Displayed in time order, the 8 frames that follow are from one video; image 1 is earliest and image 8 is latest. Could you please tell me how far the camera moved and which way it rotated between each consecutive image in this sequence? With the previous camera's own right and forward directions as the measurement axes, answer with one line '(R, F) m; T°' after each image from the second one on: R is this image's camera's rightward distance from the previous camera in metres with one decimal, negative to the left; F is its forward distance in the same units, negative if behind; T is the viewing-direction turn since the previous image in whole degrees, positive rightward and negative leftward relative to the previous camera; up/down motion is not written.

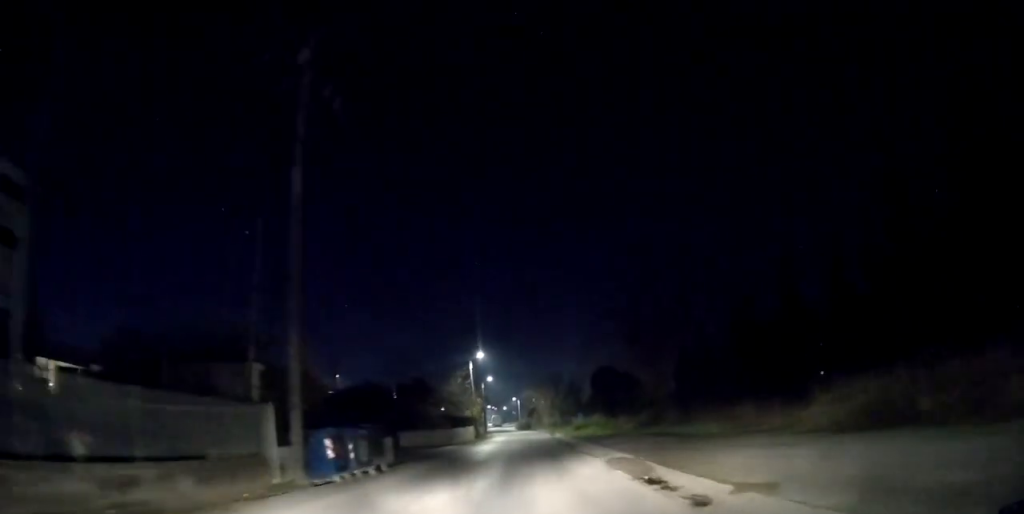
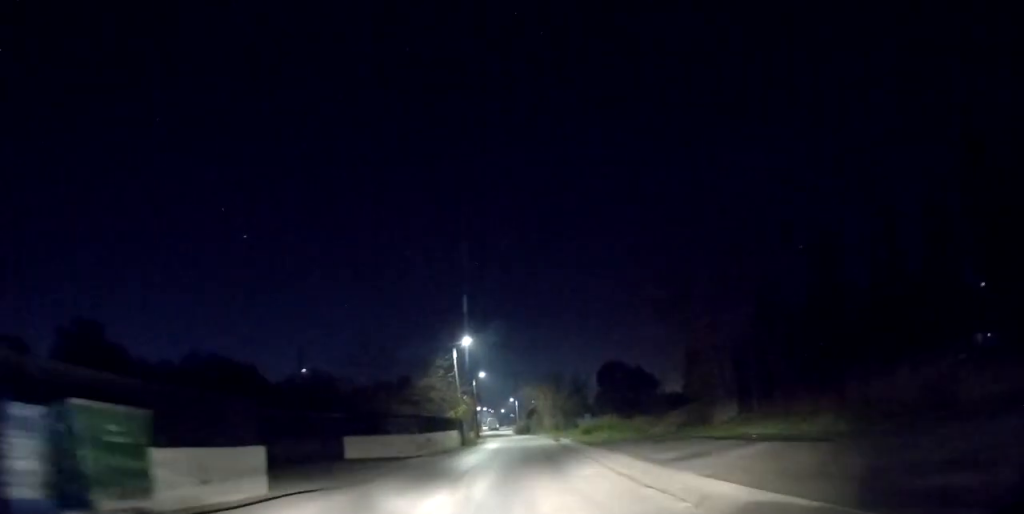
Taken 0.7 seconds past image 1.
(-0.2, +10.3) m; +1°
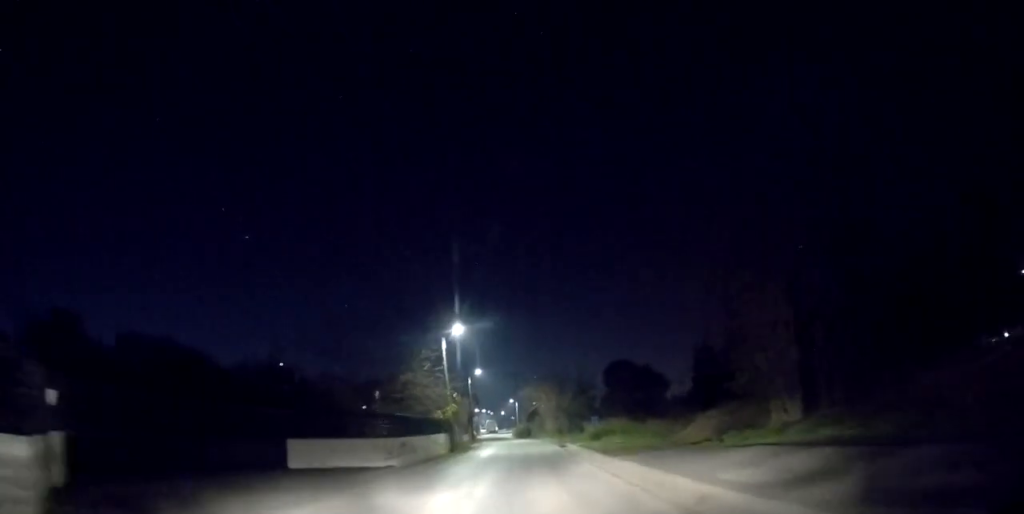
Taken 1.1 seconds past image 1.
(+0.1, +6.0) m; 0°
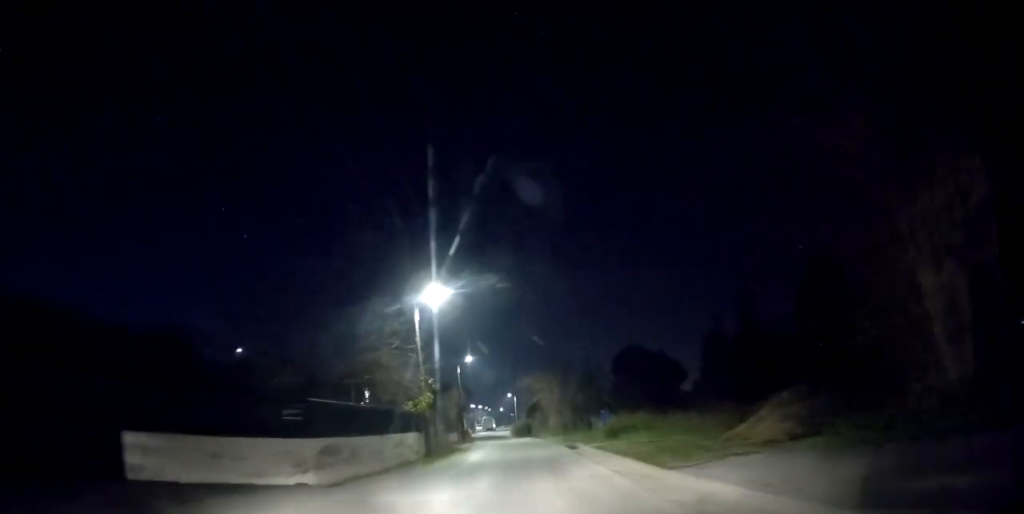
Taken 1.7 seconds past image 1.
(+0.3, +8.4) m; -1°
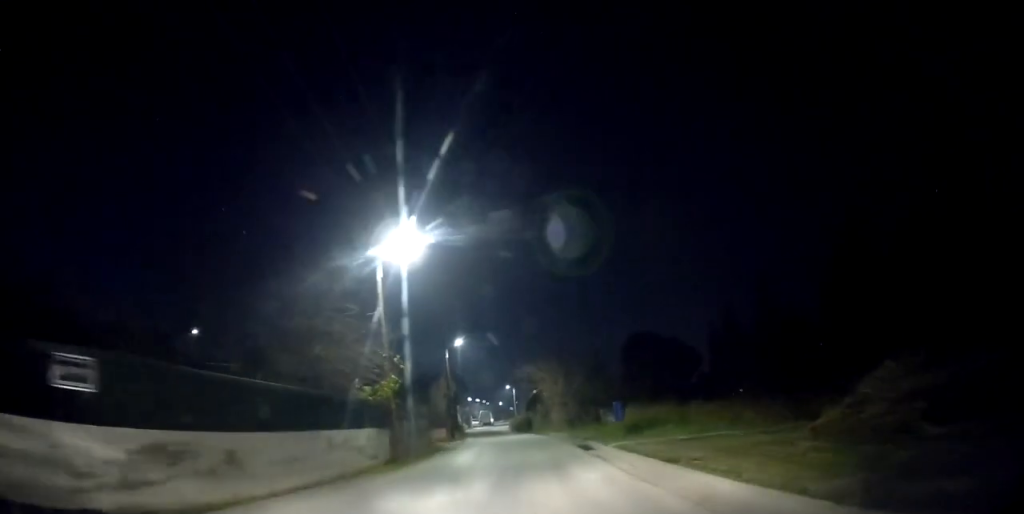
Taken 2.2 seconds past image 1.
(-0.2, +6.9) m; 0°
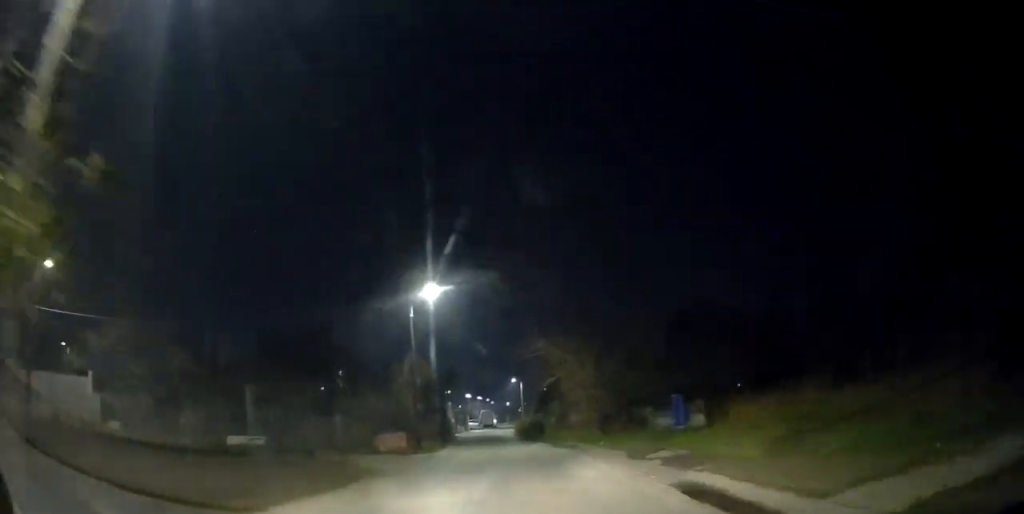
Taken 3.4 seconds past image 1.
(-0.2, +16.2) m; -1°
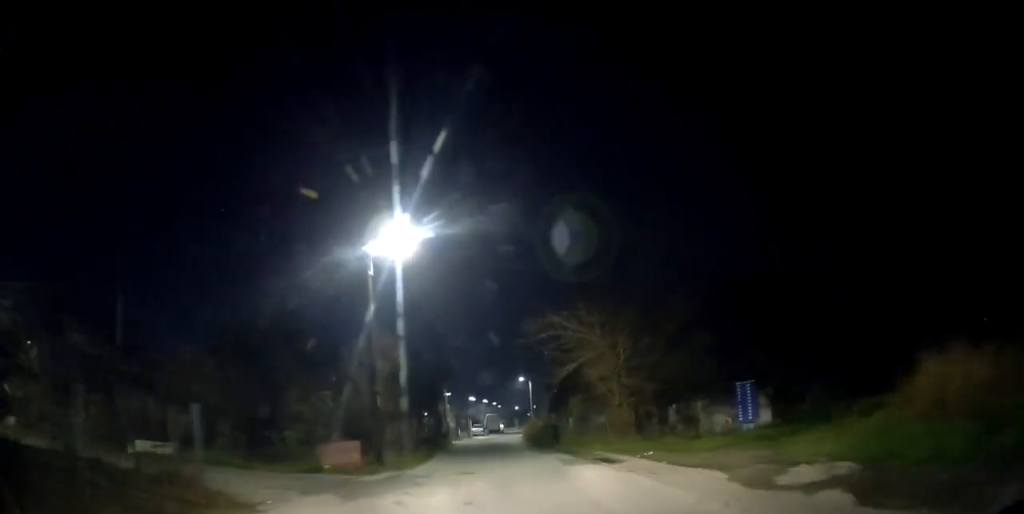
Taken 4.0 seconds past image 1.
(+0.2, +8.4) m; 0°
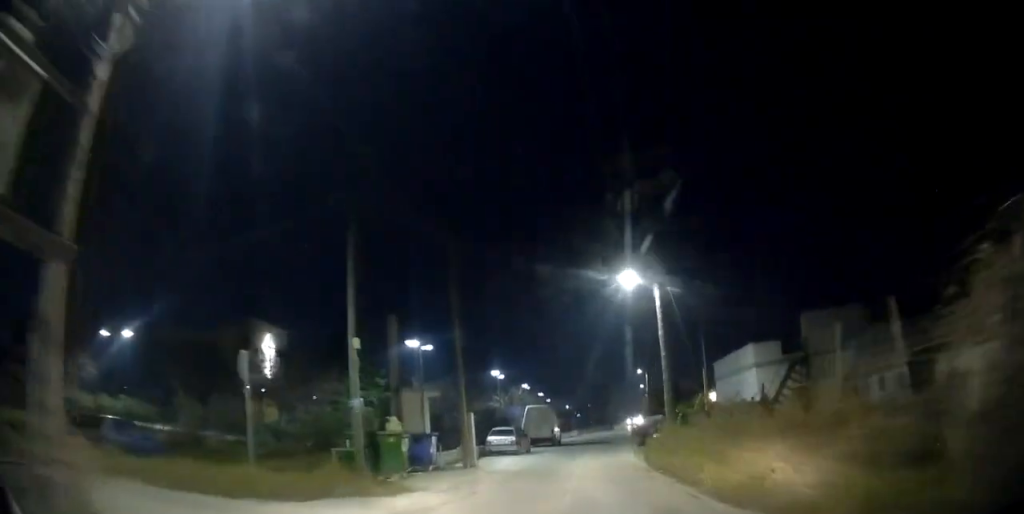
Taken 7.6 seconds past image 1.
(-1.7, +40.4) m; -2°
